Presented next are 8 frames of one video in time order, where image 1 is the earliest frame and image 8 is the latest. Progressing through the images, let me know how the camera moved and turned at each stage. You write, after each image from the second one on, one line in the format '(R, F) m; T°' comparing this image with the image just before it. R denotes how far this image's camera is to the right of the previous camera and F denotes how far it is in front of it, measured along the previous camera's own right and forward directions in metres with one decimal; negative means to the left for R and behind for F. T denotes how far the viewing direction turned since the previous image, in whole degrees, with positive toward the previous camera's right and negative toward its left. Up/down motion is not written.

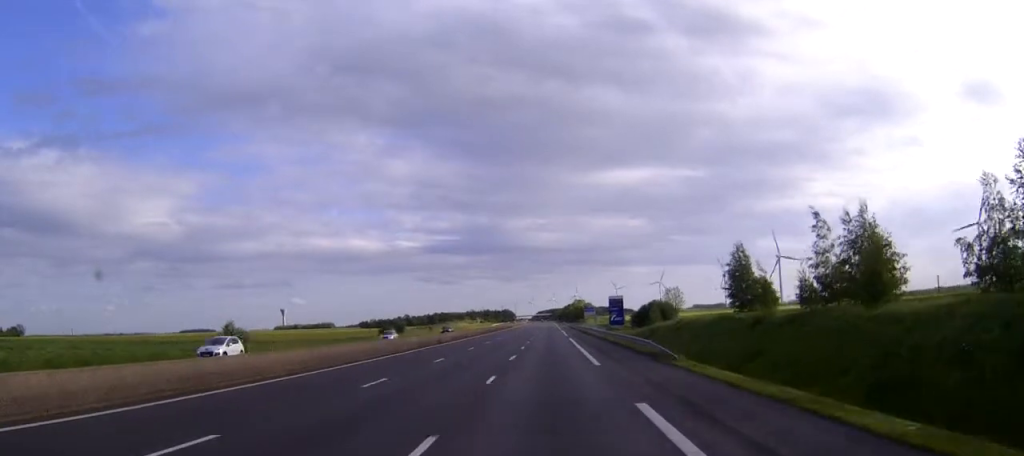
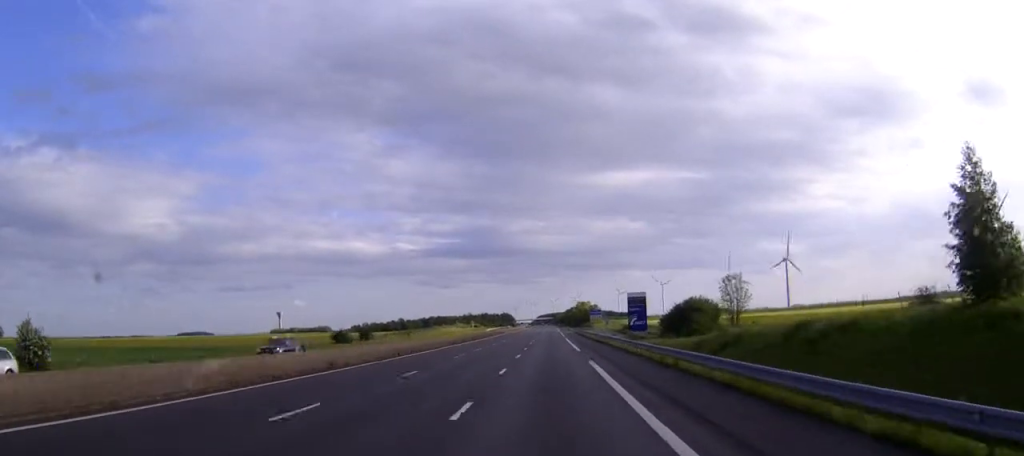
(-0.1, +33.3) m; 0°
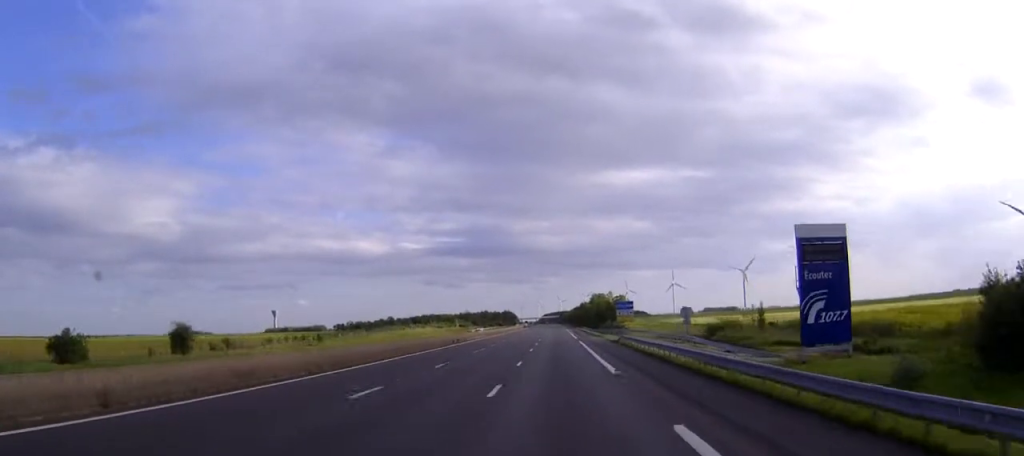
(-0.1, +74.1) m; 0°
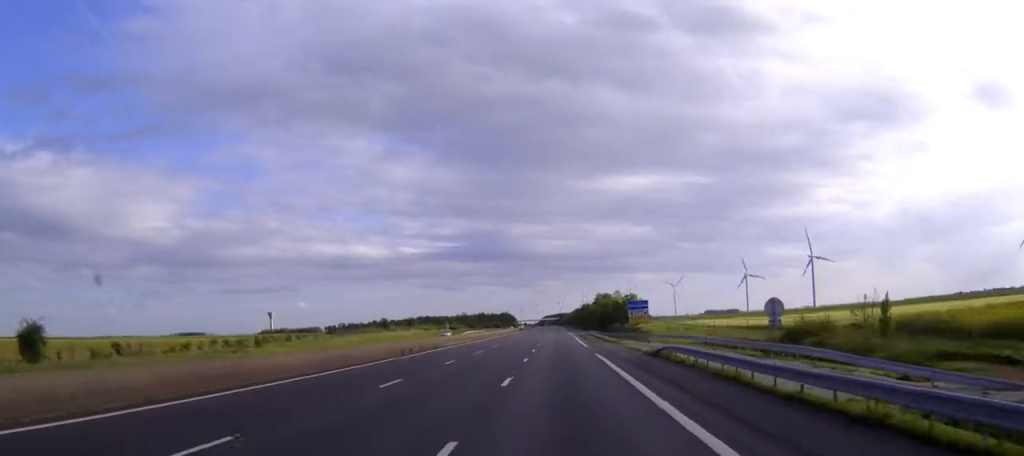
(0.0, +23.7) m; 0°
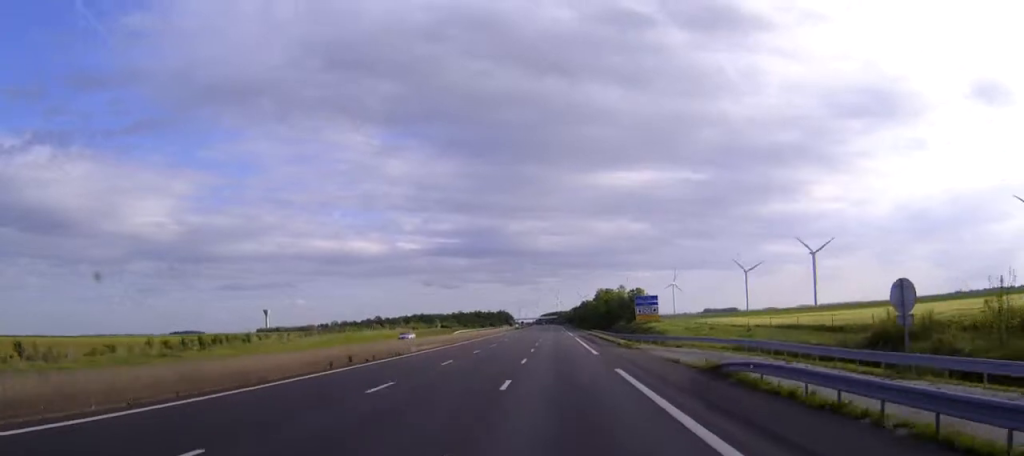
(0.0, +14.2) m; 0°
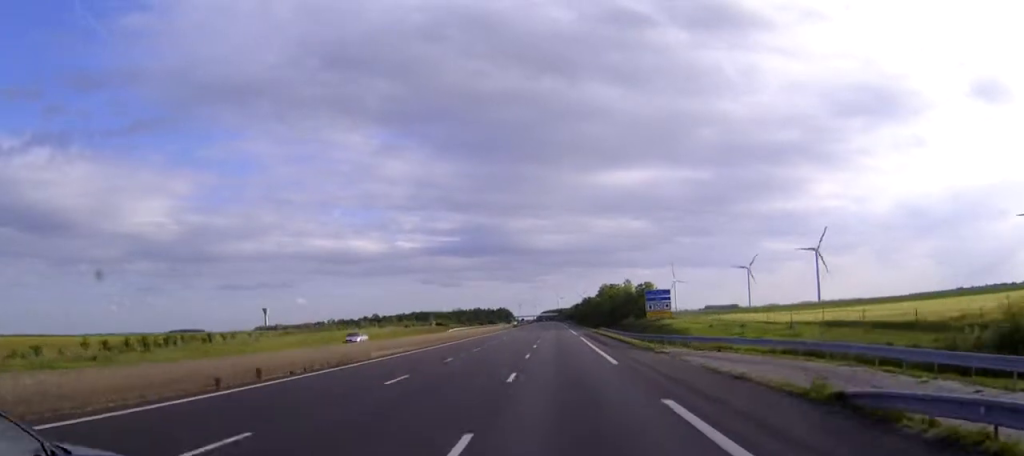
(0.0, +11.4) m; 0°
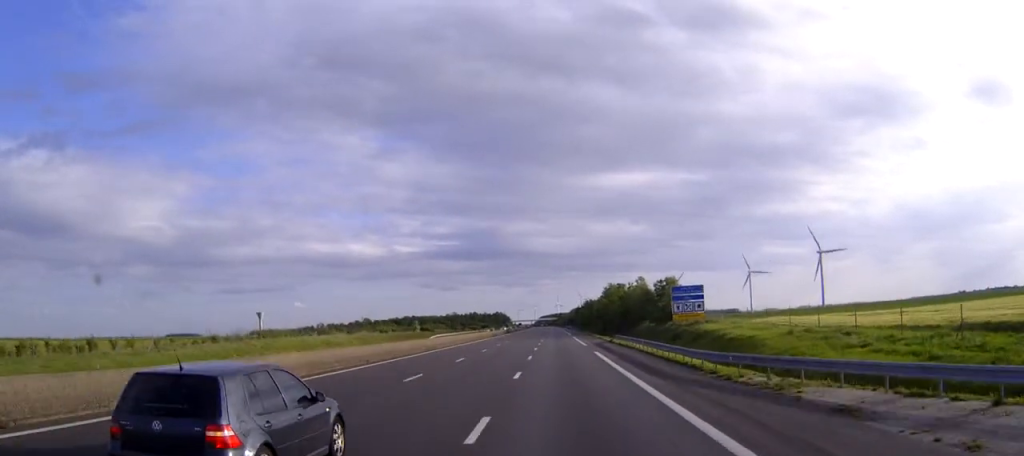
(+0.1, +23.7) m; 0°
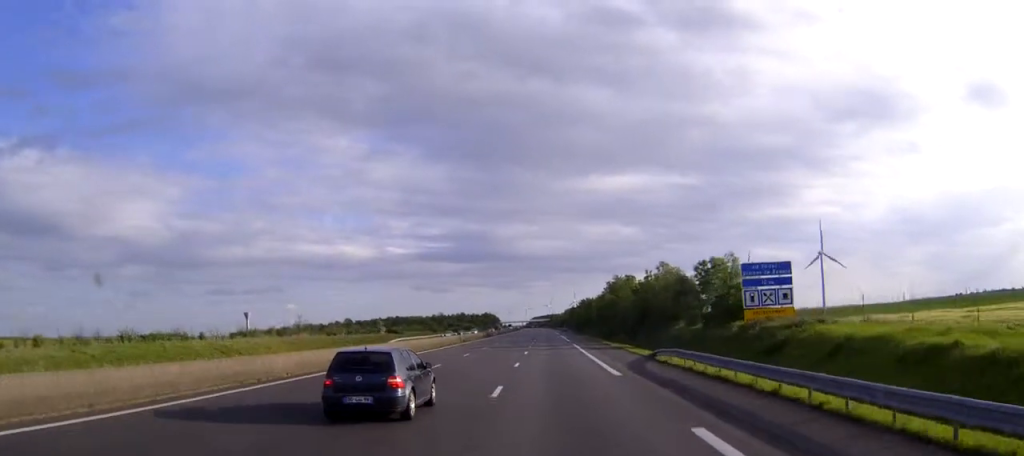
(0.0, +32.1) m; 0°
